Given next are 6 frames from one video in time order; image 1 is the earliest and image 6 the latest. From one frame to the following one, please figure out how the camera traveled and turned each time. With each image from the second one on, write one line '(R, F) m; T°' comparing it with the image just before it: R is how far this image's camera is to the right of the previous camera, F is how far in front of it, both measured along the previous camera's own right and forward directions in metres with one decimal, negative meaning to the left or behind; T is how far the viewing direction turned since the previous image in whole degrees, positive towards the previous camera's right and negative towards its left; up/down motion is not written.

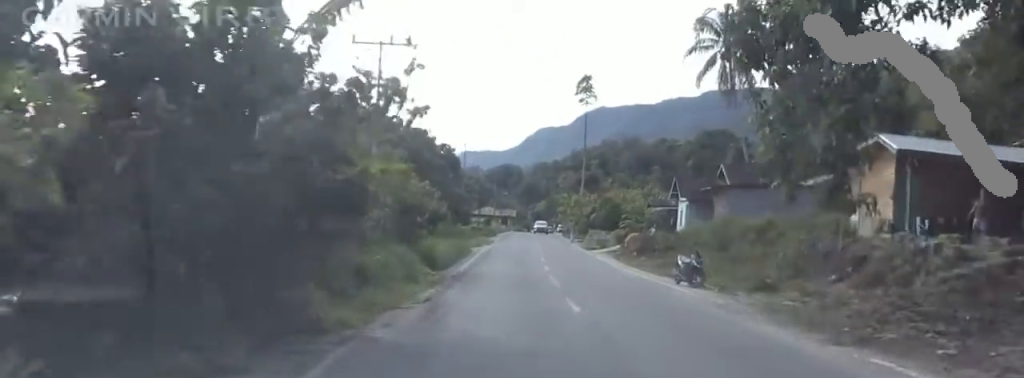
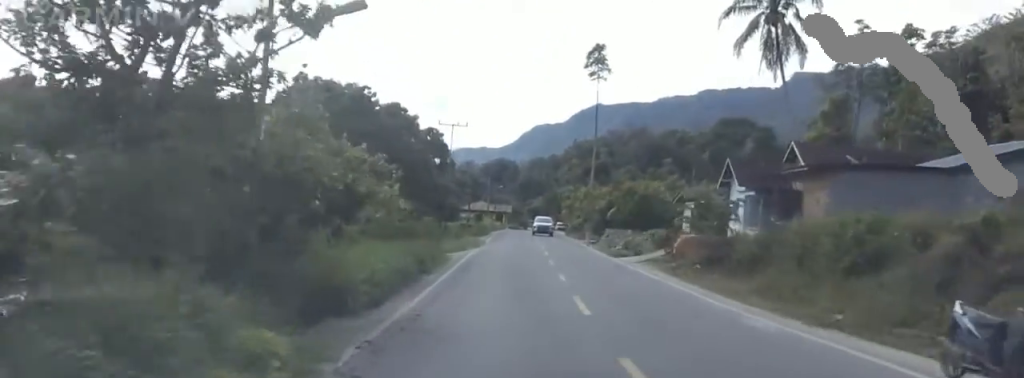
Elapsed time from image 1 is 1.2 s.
(-0.6, +16.7) m; -2°
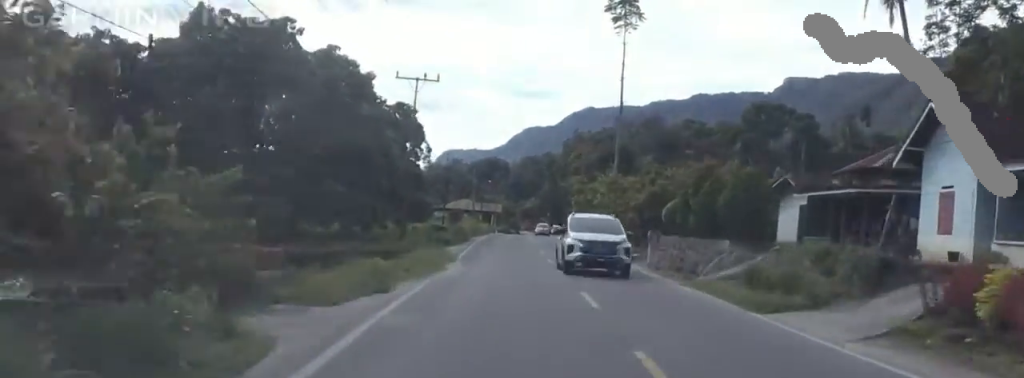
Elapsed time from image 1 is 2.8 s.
(0.0, +24.1) m; 0°
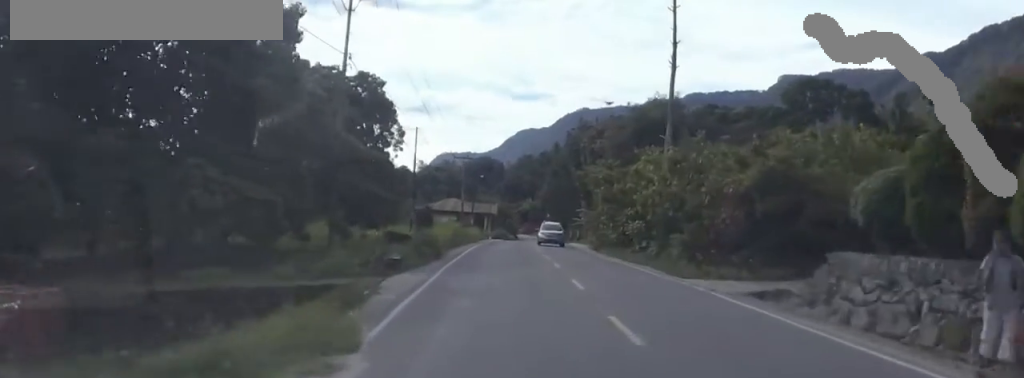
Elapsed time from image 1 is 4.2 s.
(-0.3, +20.5) m; -2°
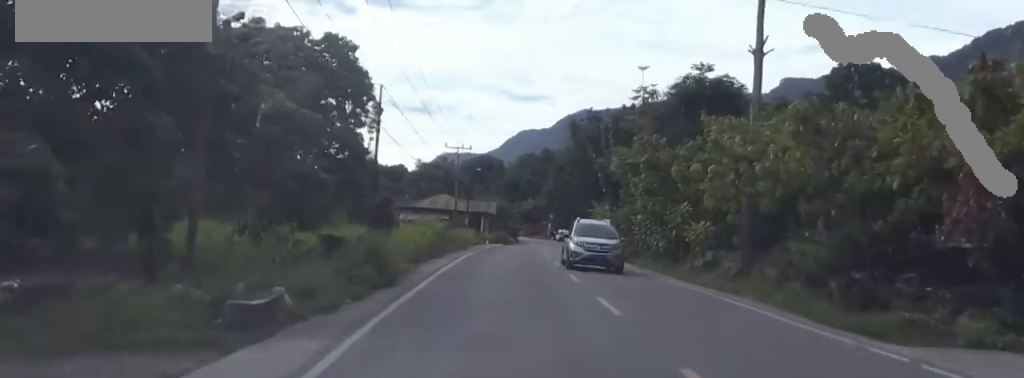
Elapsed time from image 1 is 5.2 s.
(-0.3, +13.8) m; 0°
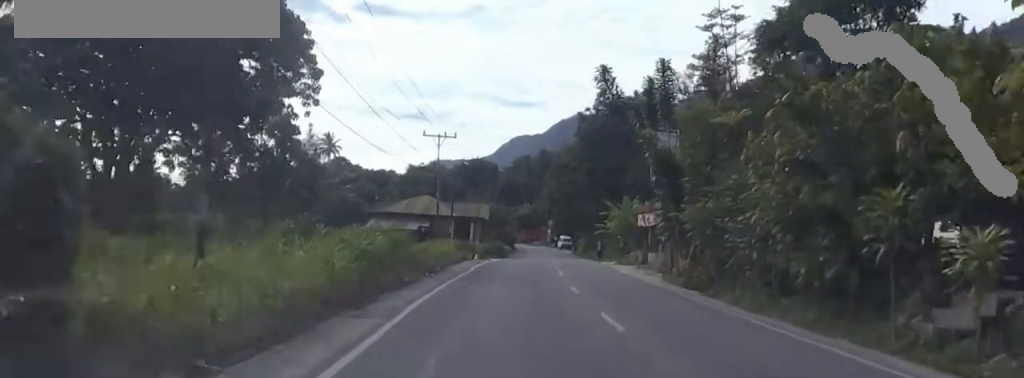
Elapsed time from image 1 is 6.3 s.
(+0.6, +17.0) m; +2°
